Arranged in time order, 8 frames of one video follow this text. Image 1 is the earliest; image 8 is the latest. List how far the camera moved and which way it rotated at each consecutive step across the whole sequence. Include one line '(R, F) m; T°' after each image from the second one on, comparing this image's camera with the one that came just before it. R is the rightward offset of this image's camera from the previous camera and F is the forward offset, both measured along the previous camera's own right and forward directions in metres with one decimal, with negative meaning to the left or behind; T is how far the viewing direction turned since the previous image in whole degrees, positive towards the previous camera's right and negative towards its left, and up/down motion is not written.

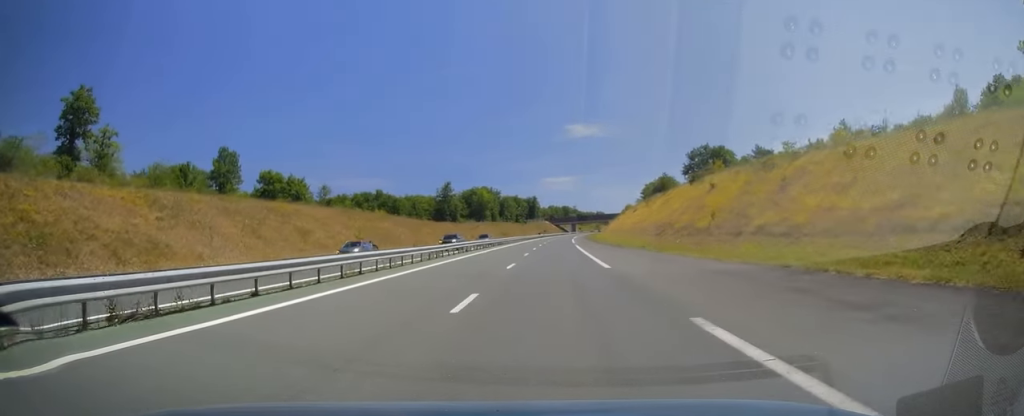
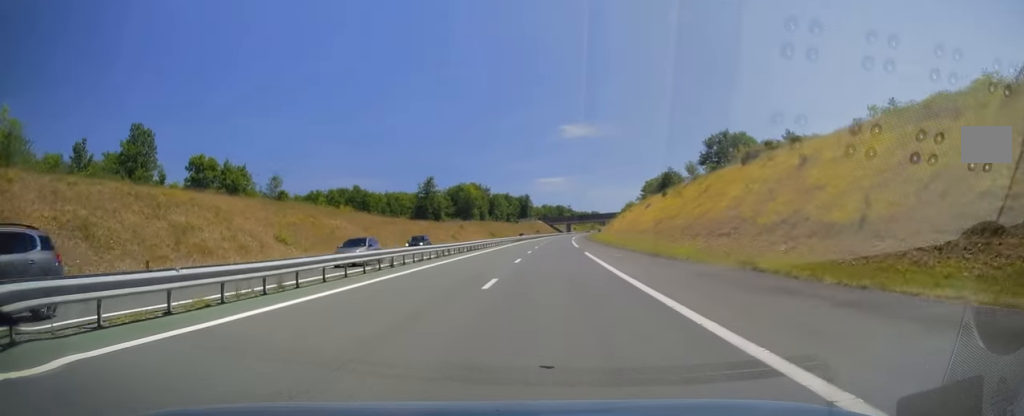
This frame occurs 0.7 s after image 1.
(+0.4, +21.6) m; +1°
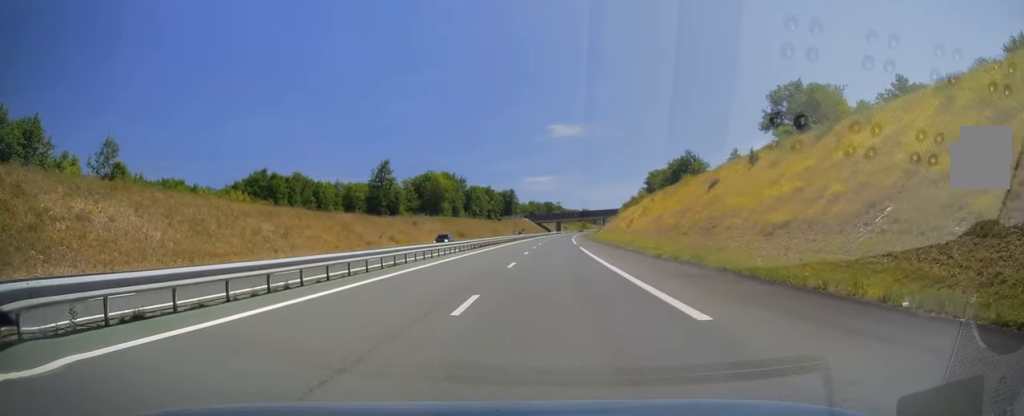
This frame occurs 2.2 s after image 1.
(+0.5, +43.6) m; +1°
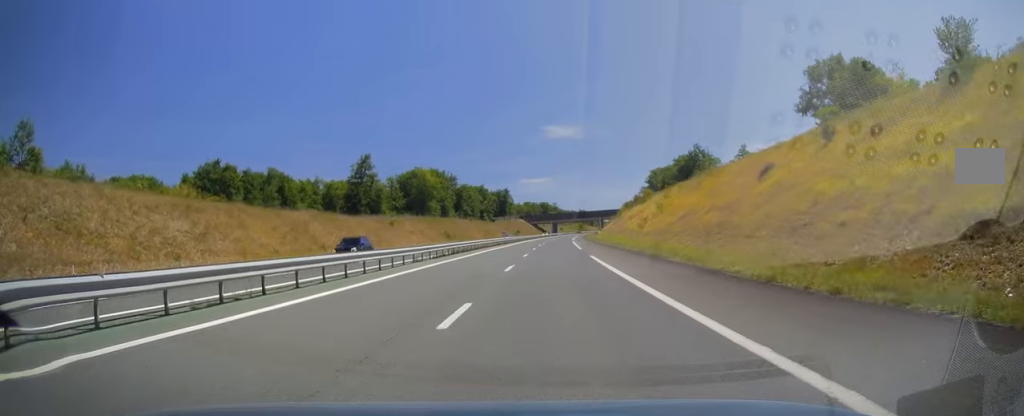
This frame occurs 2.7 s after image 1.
(0.0, +14.2) m; 0°
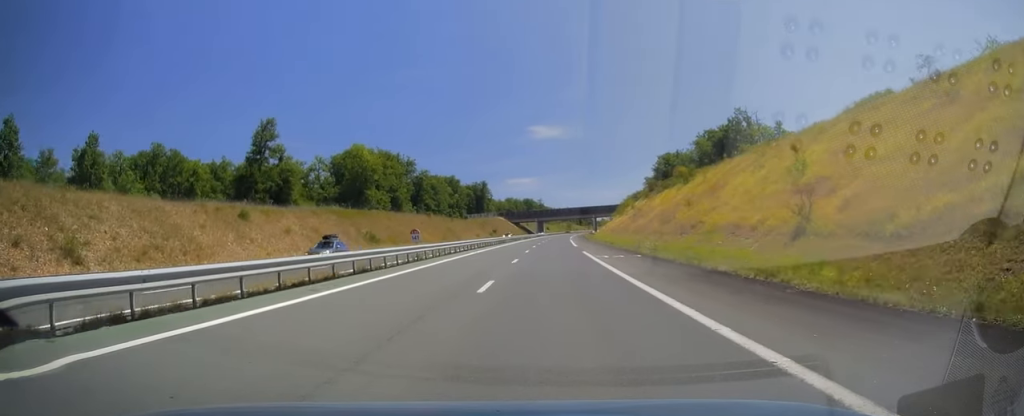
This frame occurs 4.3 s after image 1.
(+0.6, +46.8) m; +1°
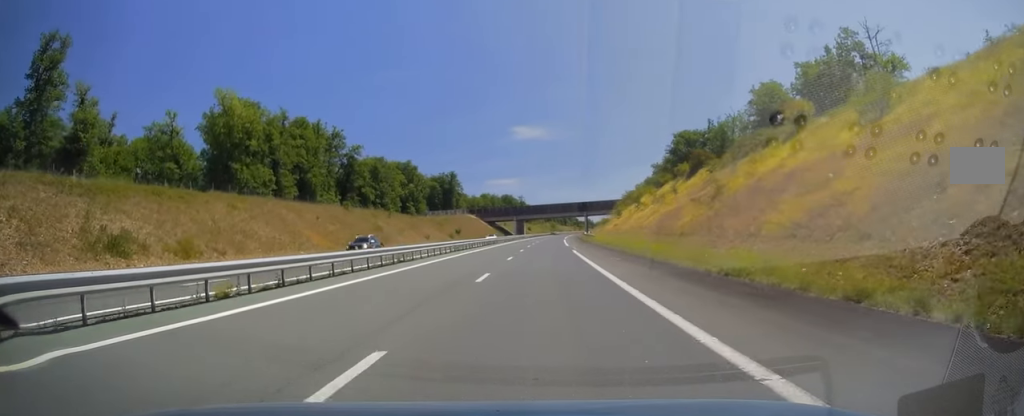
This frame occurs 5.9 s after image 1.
(+0.6, +48.7) m; +2°
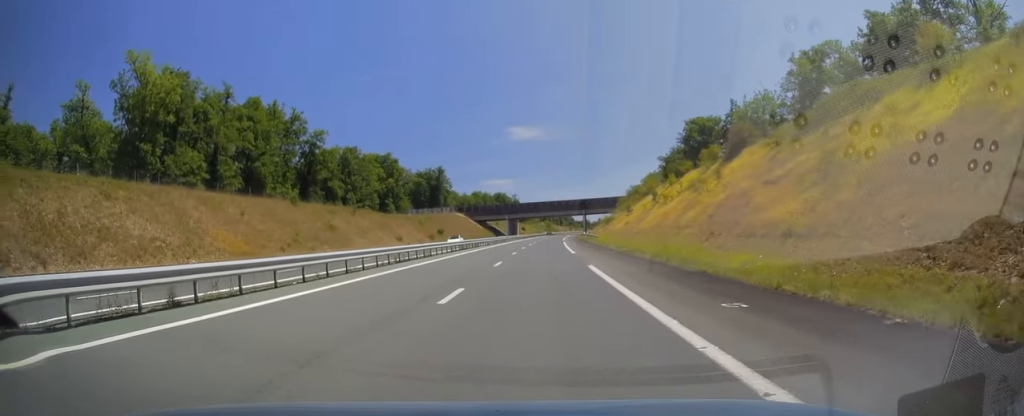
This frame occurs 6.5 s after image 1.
(+0.1, +18.3) m; +1°
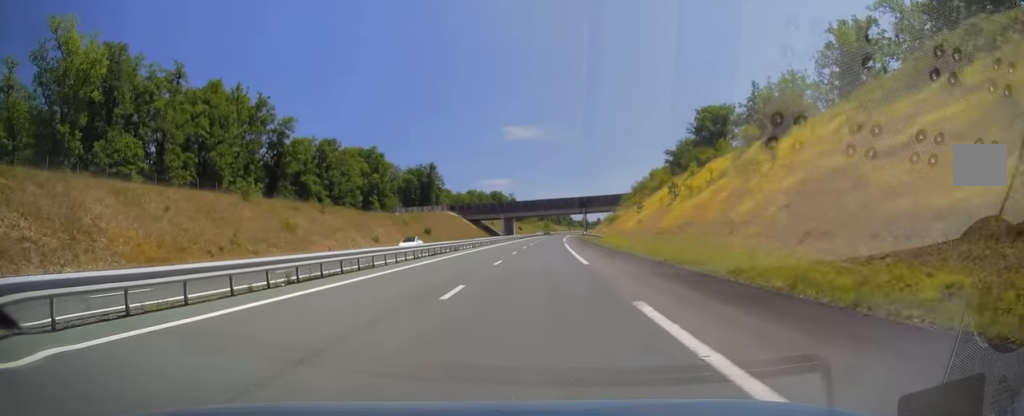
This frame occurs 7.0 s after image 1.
(-0.1, +12.3) m; 0°
